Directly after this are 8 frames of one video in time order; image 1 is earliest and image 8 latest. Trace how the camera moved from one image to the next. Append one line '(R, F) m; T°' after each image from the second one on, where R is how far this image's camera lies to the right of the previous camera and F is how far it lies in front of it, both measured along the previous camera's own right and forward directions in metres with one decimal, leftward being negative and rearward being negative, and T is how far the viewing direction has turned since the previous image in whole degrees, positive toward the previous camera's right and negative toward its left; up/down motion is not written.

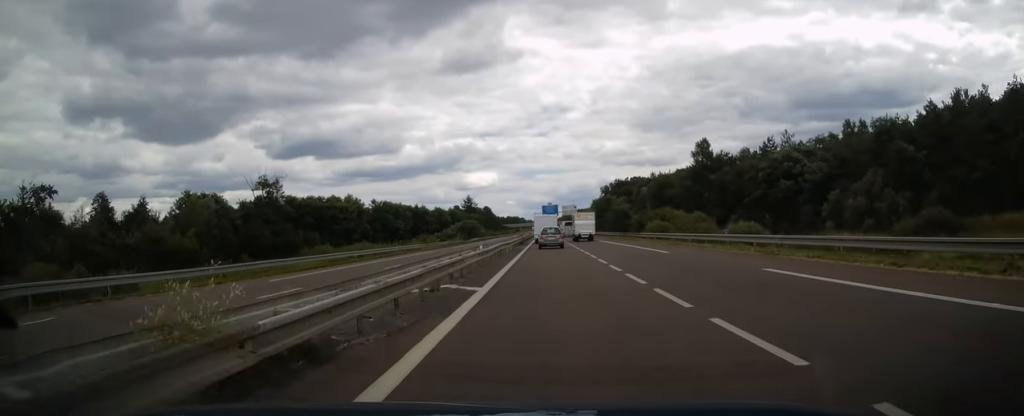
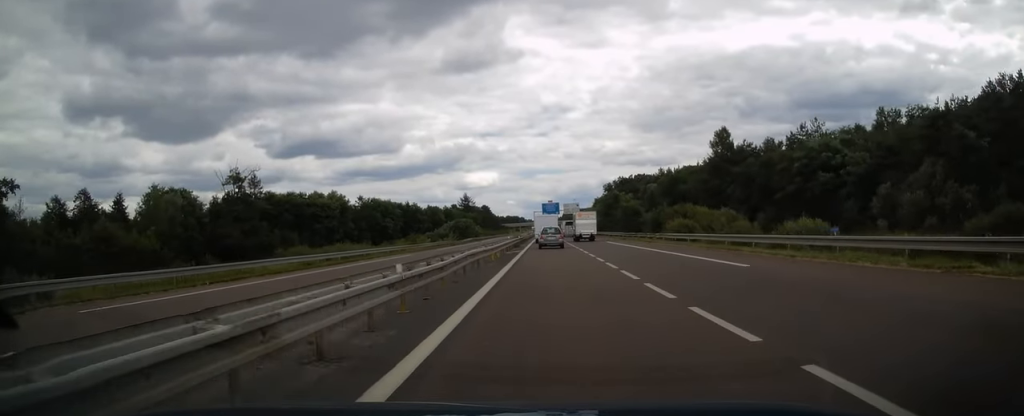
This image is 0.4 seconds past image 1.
(-0.1, +11.7) m; 0°
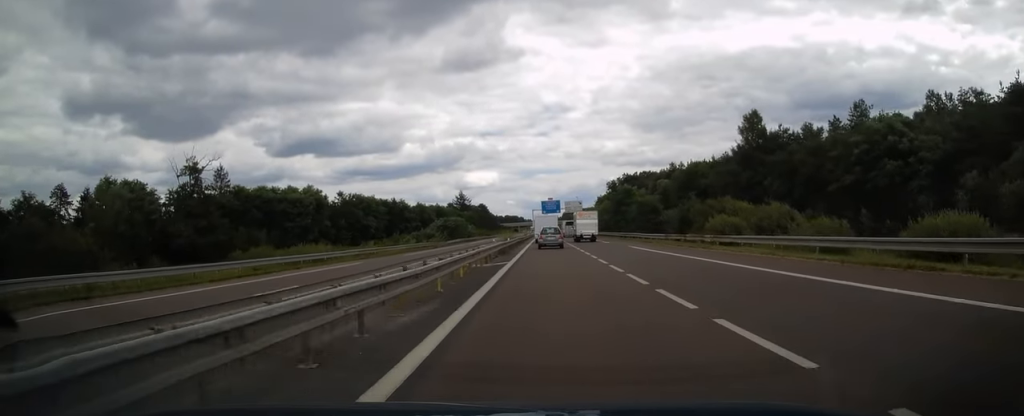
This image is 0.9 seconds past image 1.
(-0.1, +14.5) m; 0°
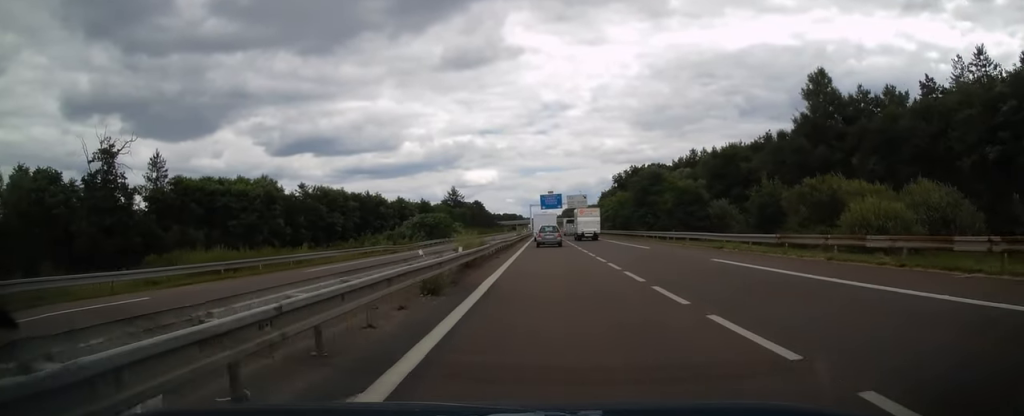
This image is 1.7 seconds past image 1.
(+0.1, +21.6) m; 0°
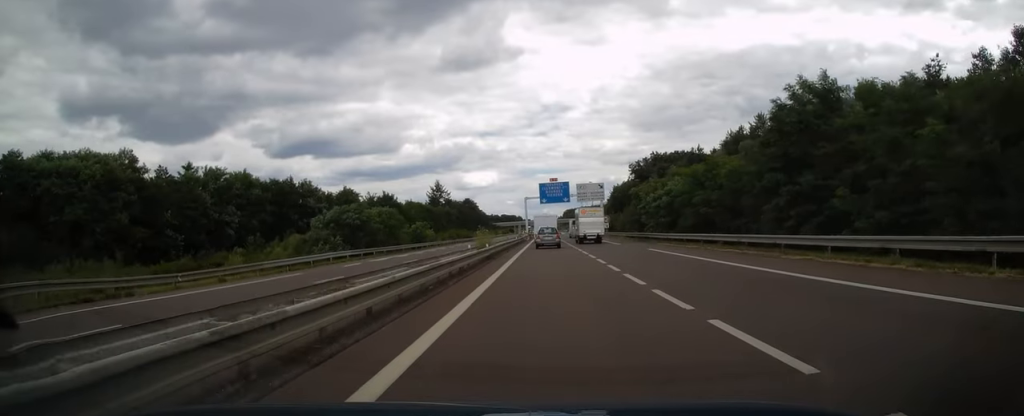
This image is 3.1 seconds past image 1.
(0.0, +40.1) m; 0°
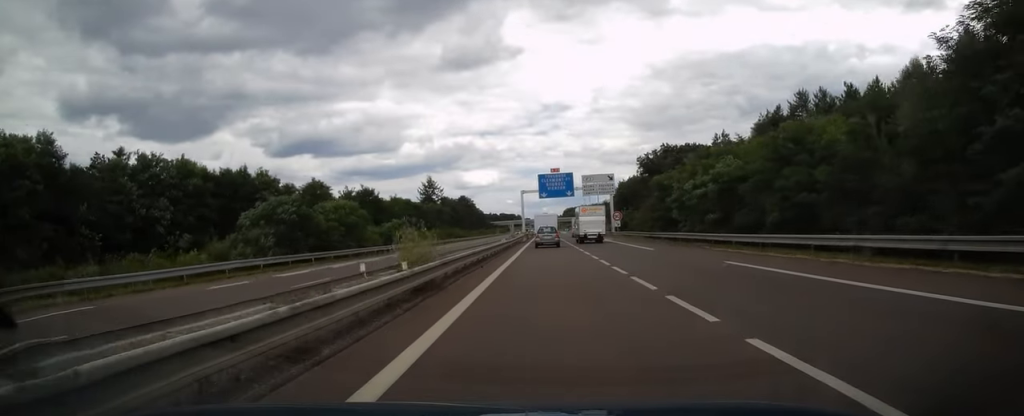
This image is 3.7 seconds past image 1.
(0.0, +14.7) m; 0°
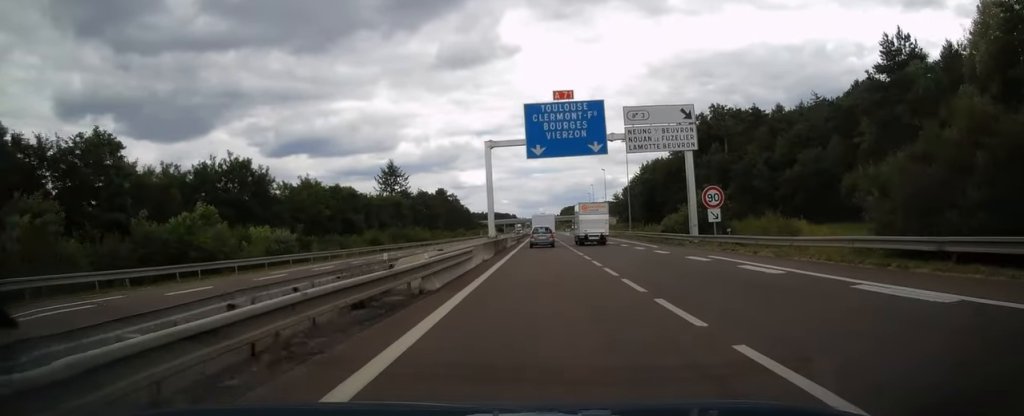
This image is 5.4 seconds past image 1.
(+0.1, +48.4) m; 0°
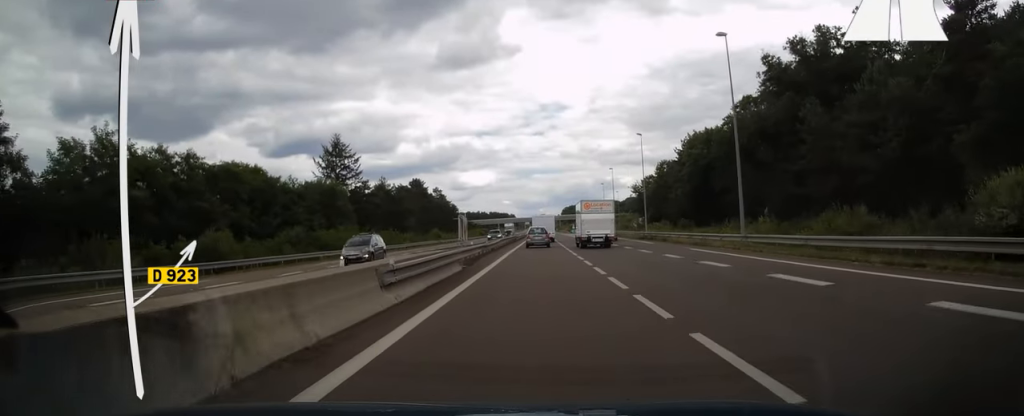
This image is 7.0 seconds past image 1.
(+0.1, +42.8) m; 0°
